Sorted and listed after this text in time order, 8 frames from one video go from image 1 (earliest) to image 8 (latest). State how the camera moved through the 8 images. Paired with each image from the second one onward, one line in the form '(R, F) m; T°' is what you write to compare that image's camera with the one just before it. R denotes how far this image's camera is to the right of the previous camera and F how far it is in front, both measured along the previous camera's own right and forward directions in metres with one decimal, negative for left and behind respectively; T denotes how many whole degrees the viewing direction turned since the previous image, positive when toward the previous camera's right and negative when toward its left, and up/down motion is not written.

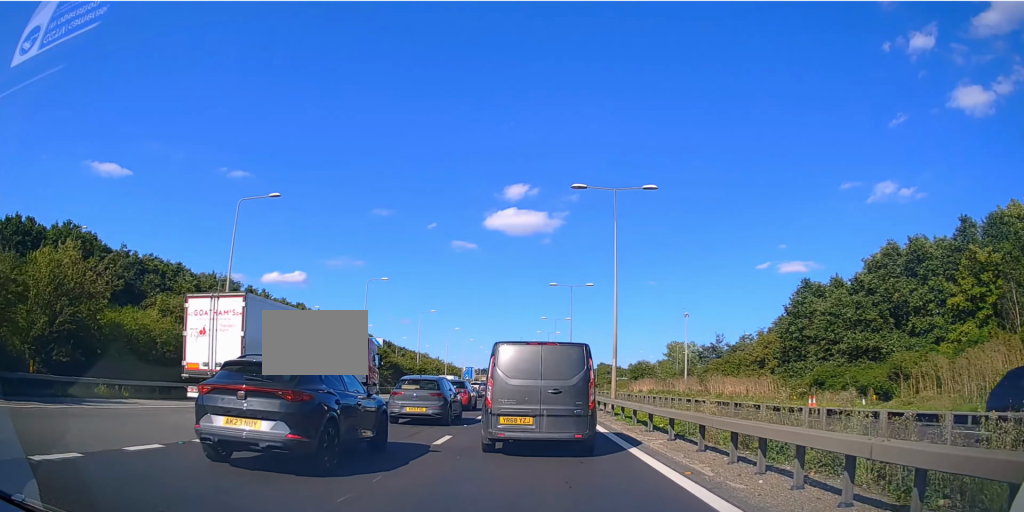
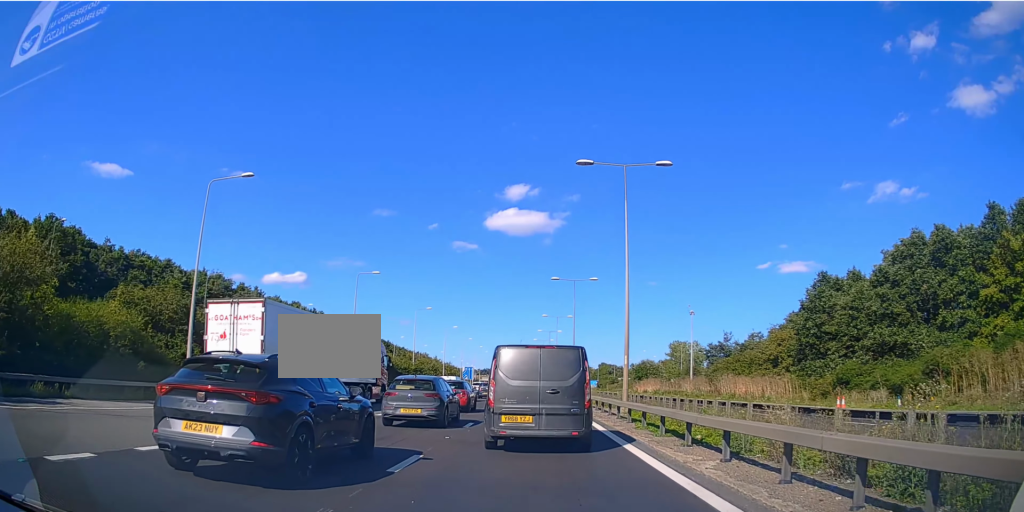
(-0.1, +4.4) m; +1°
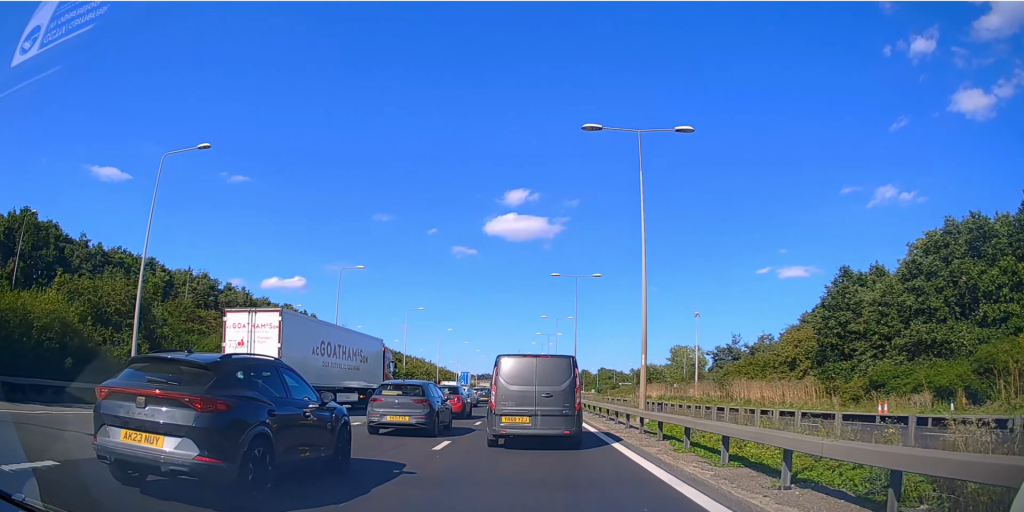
(+0.3, +5.5) m; +1°
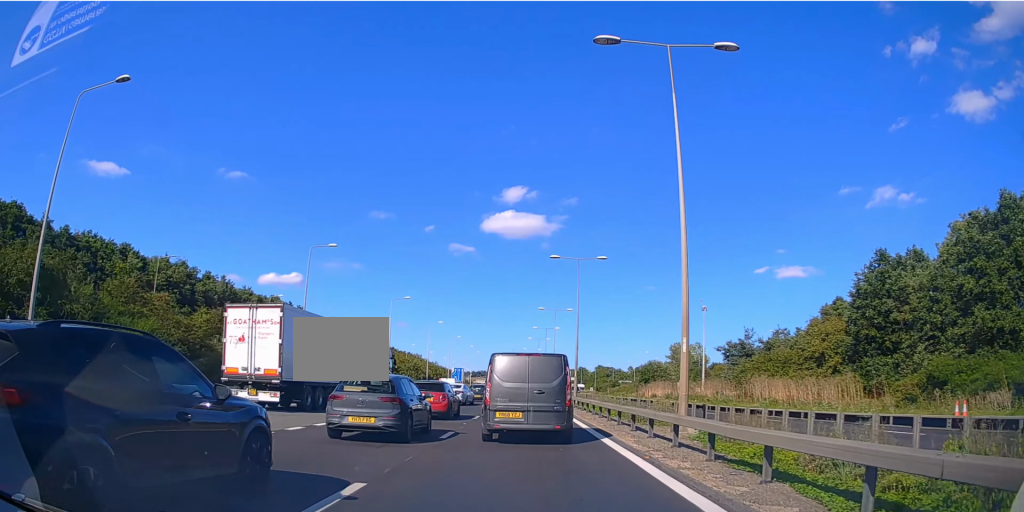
(-0.2, +7.0) m; 0°
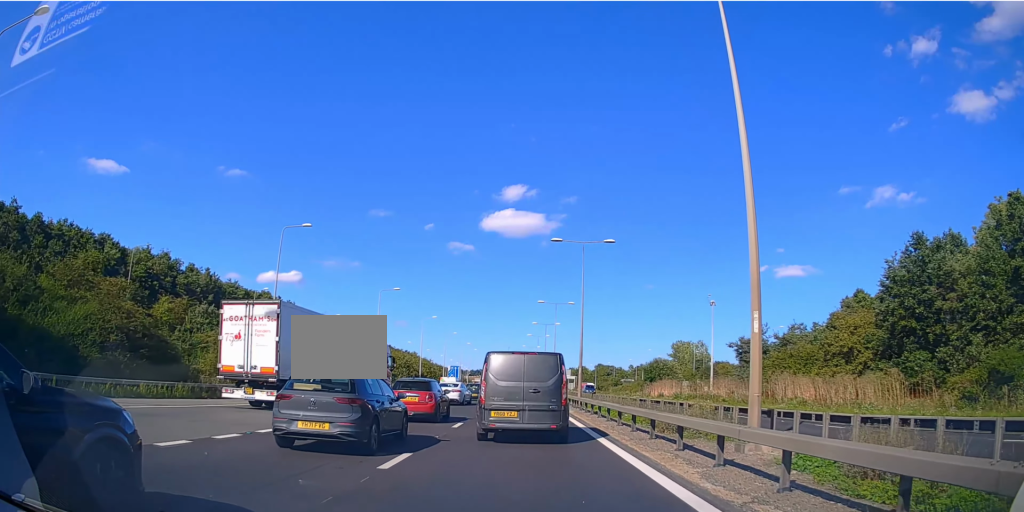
(+0.2, +6.0) m; 0°
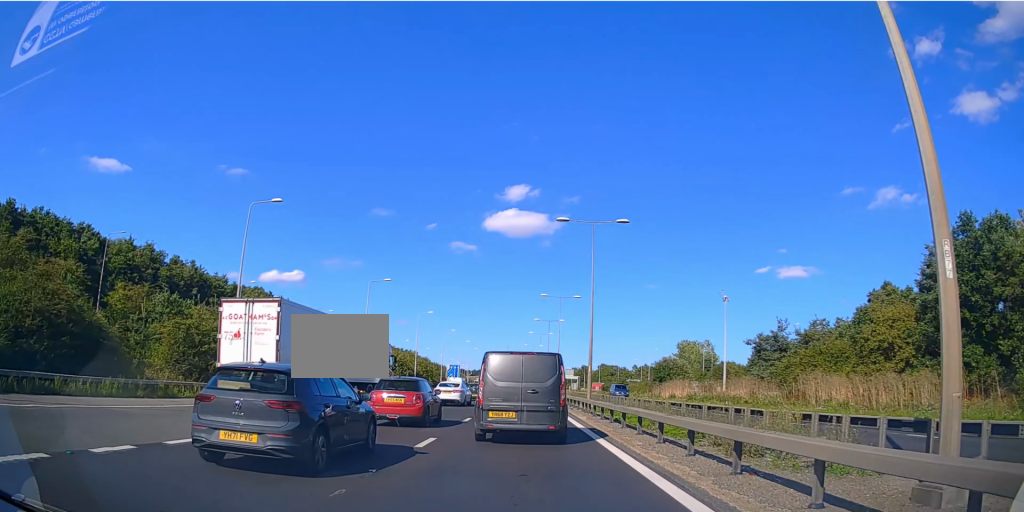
(-0.2, +6.0) m; -2°
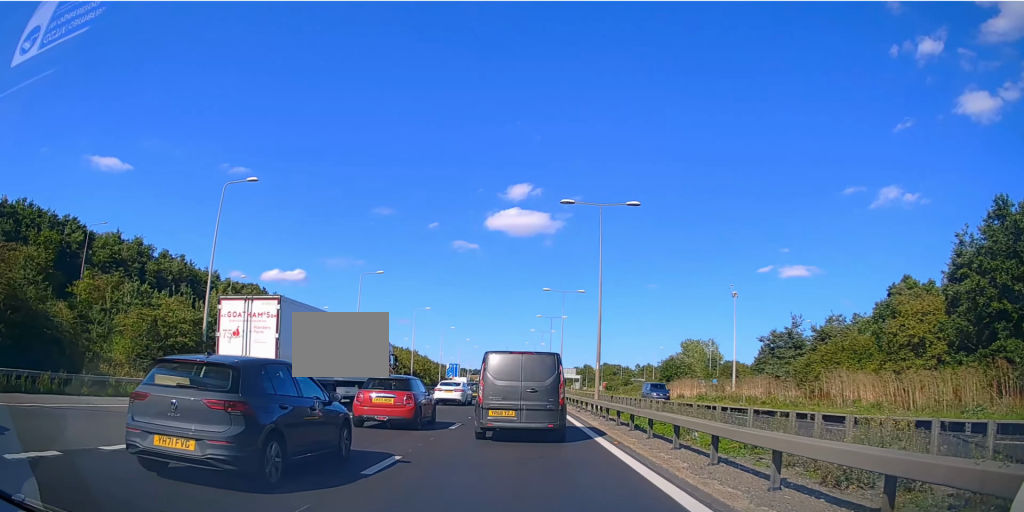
(0.0, +4.1) m; 0°
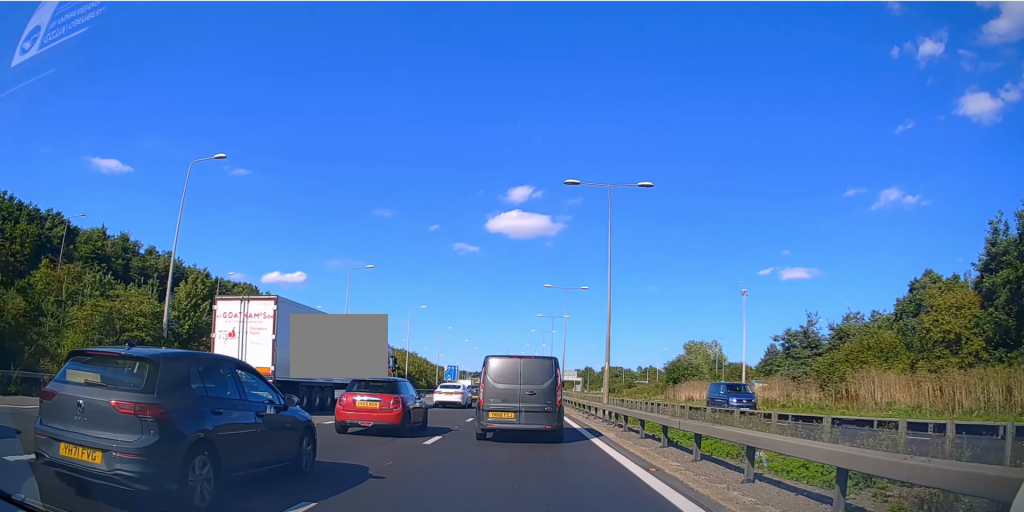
(0.0, +4.5) m; 0°
